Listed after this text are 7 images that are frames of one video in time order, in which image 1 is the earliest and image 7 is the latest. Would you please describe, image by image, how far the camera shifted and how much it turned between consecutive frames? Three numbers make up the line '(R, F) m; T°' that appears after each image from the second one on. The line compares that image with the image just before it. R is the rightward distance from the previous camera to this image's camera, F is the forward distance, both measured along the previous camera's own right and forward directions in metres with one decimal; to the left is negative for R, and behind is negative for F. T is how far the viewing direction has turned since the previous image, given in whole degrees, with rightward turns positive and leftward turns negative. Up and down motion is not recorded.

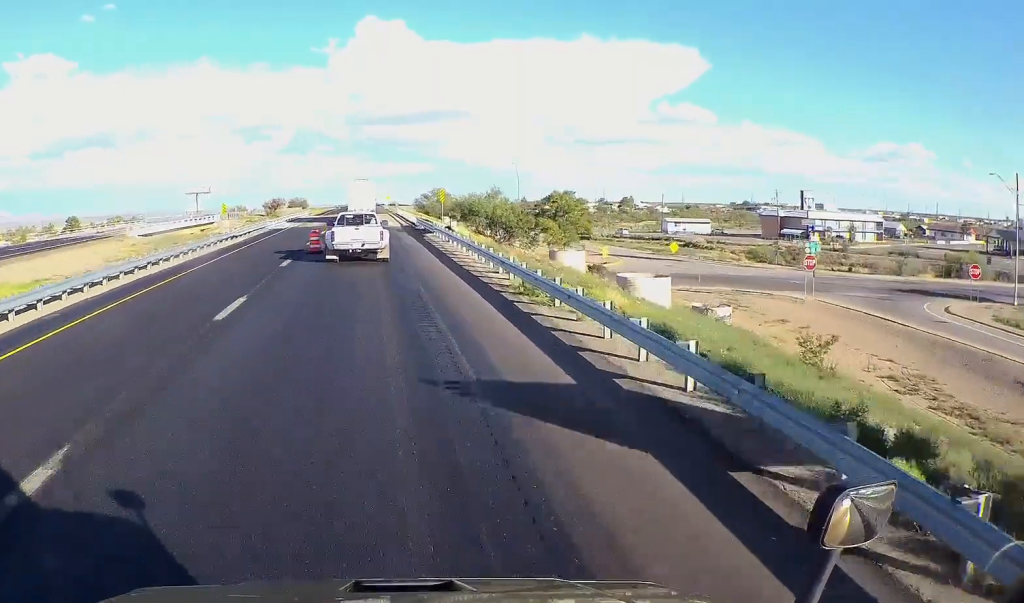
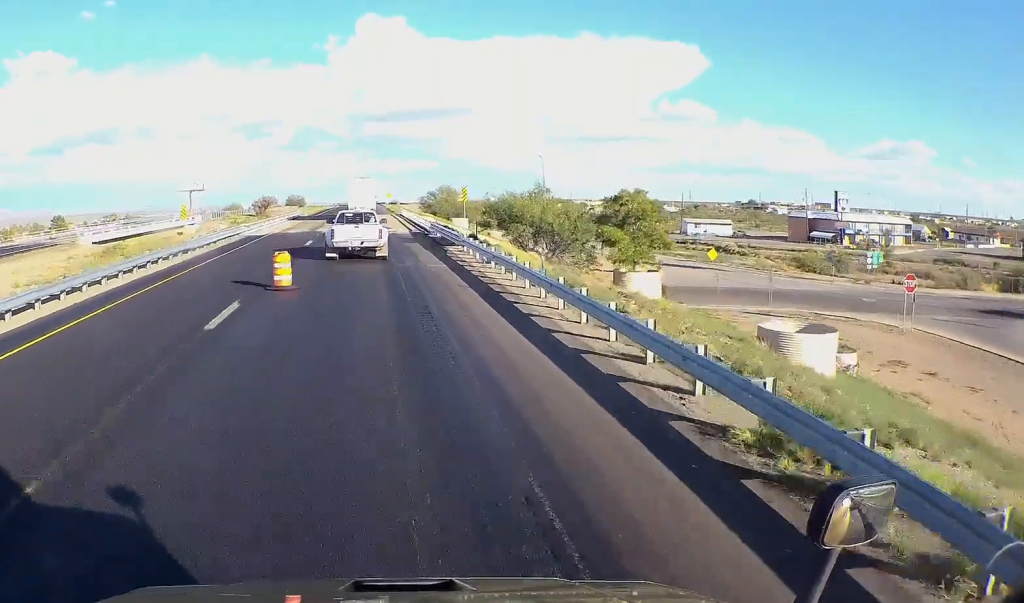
(+0.2, +13.5) m; -1°
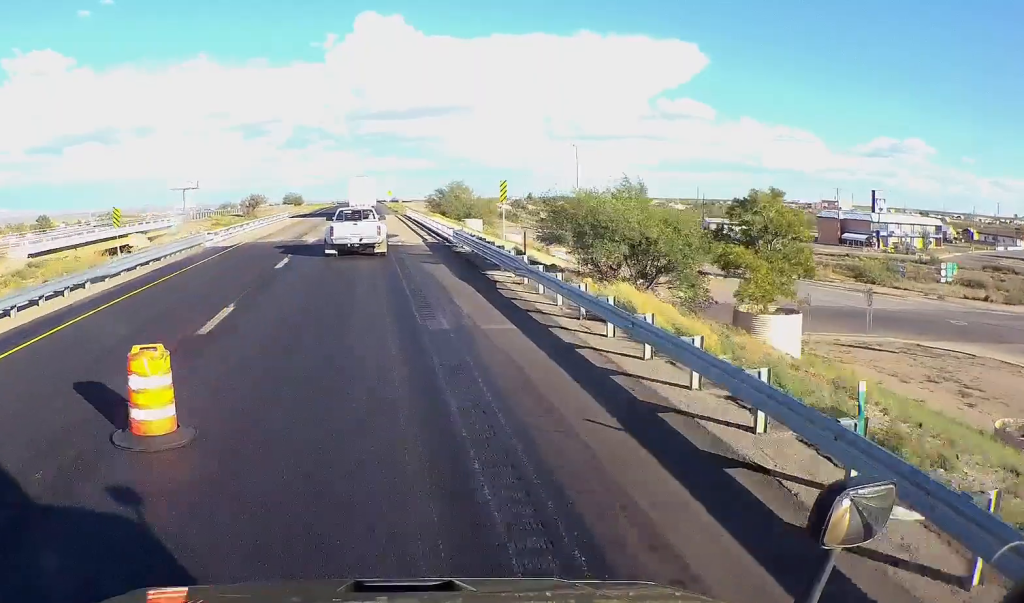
(-0.1, +13.1) m; -1°
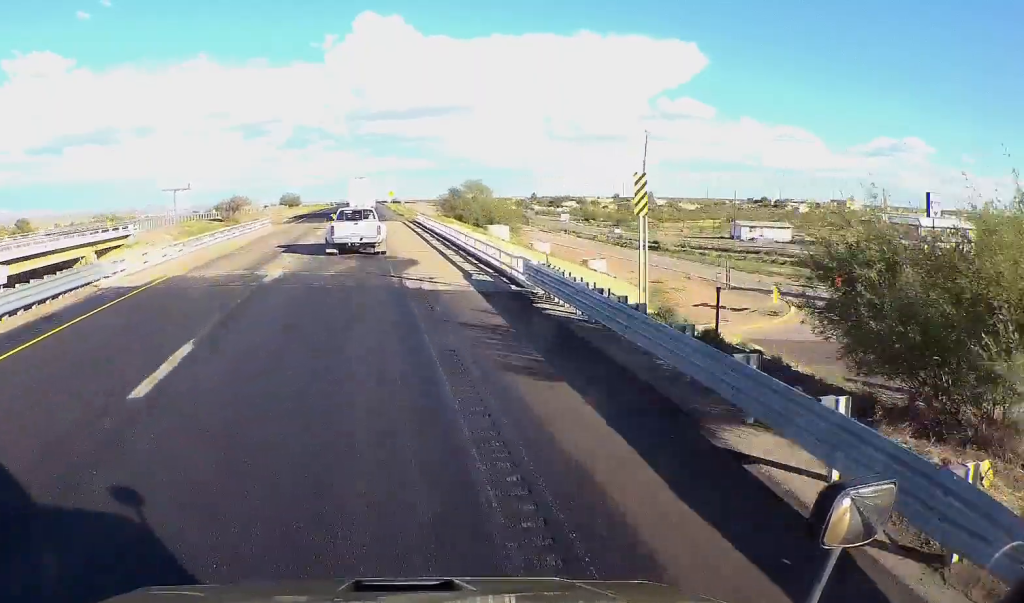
(-0.3, +16.8) m; 0°
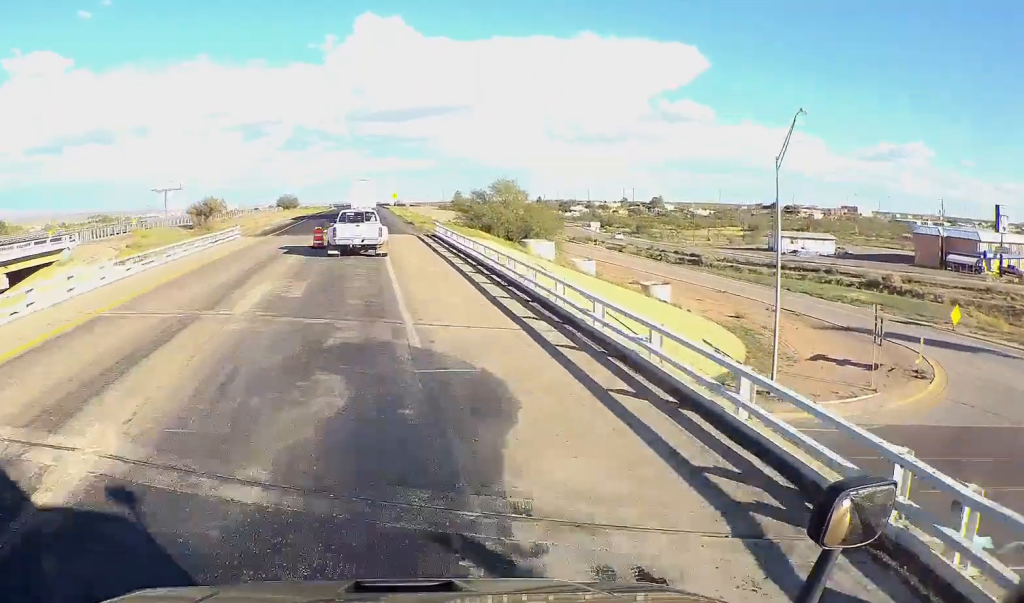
(+0.4, +17.8) m; +1°
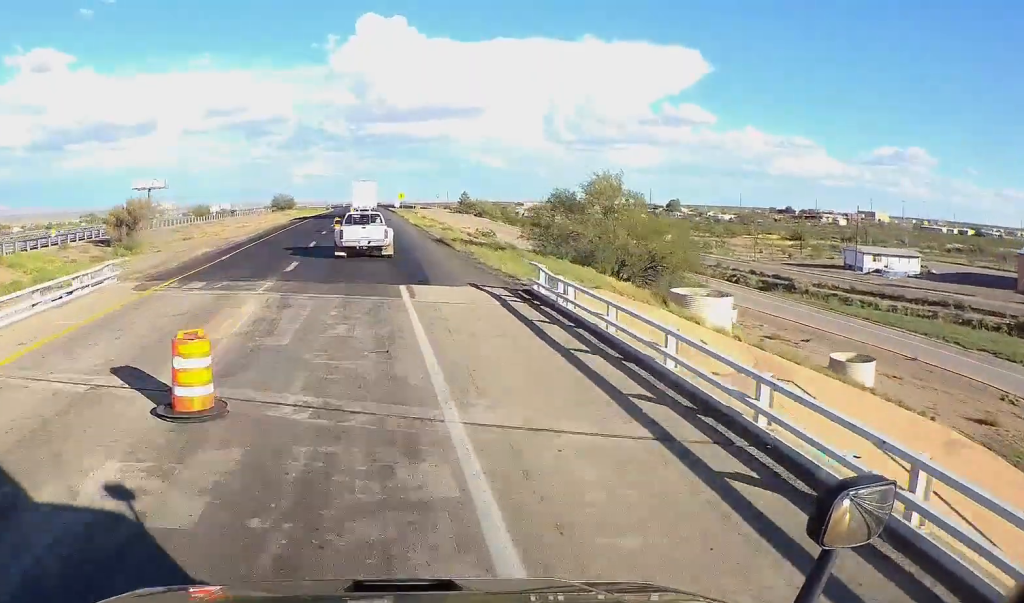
(-0.2, +28.1) m; 0°
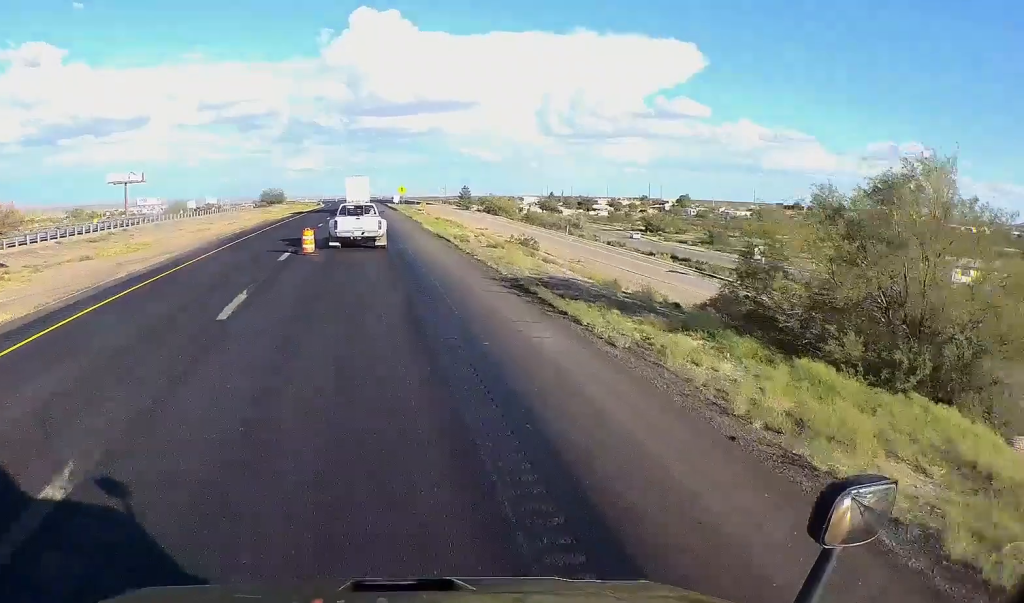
(-0.1, +24.1) m; -1°
